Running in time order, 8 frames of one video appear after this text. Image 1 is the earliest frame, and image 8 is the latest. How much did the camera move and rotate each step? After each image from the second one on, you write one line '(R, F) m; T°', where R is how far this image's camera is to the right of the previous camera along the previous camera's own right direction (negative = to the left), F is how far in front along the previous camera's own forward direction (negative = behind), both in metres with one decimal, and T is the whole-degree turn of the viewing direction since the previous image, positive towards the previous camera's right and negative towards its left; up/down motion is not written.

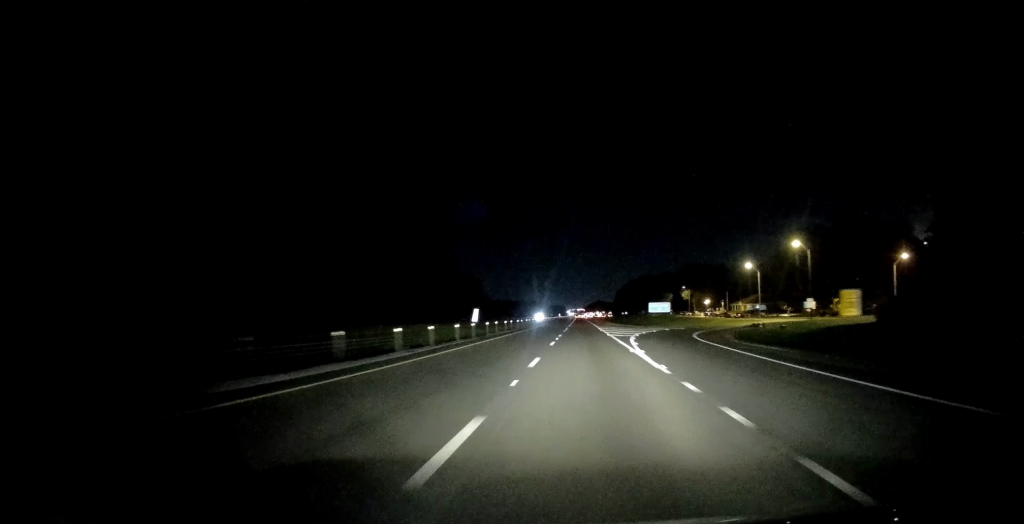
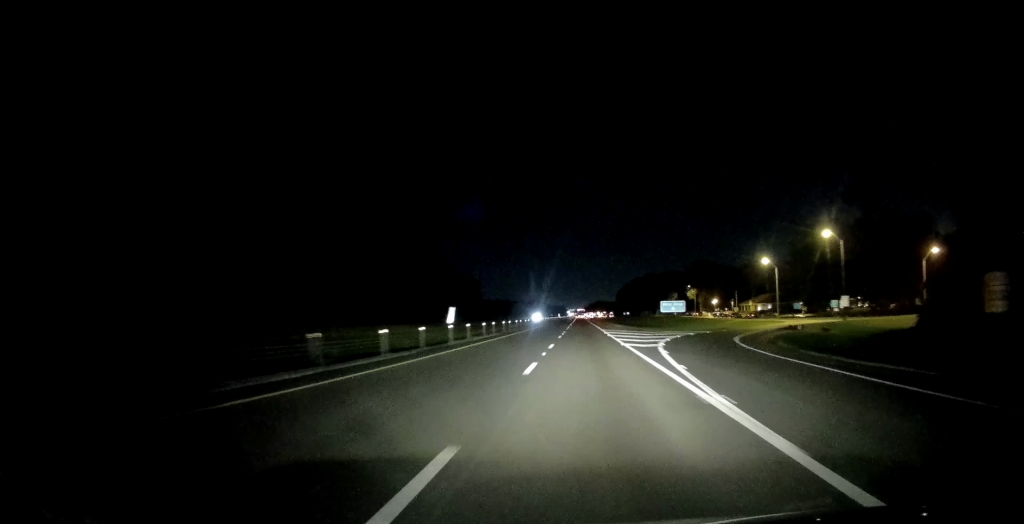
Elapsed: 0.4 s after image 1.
(0.0, +14.1) m; 0°
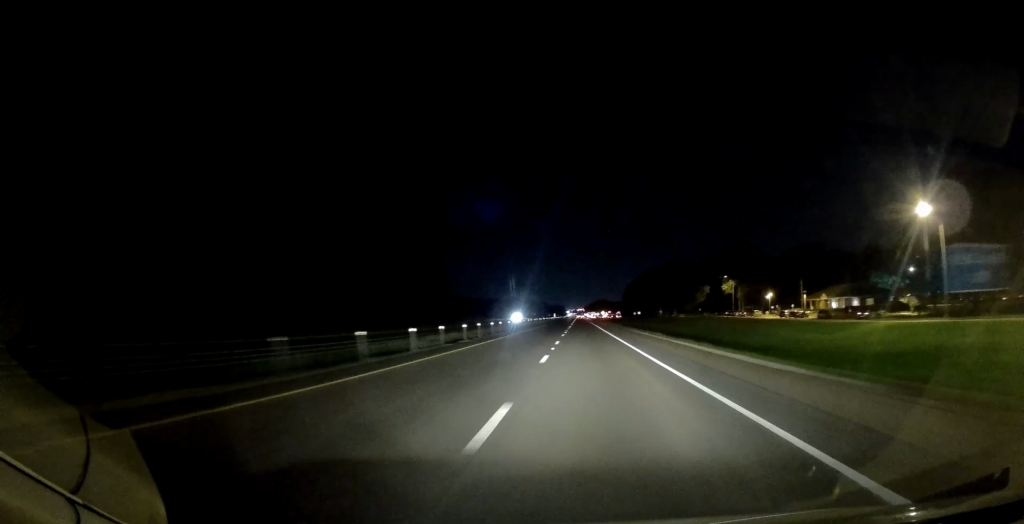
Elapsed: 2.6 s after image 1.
(+0.1, +69.2) m; +1°
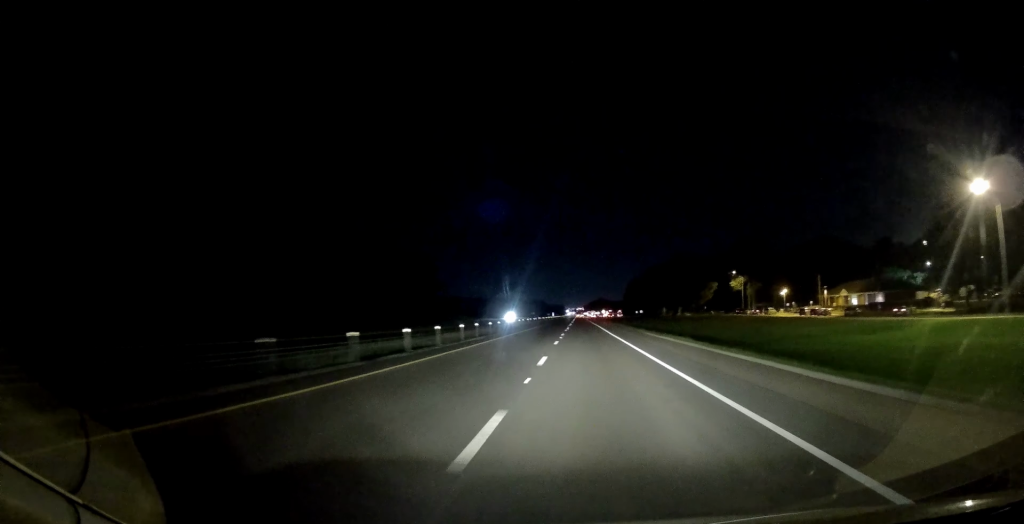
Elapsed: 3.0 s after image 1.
(+0.1, +12.9) m; 0°
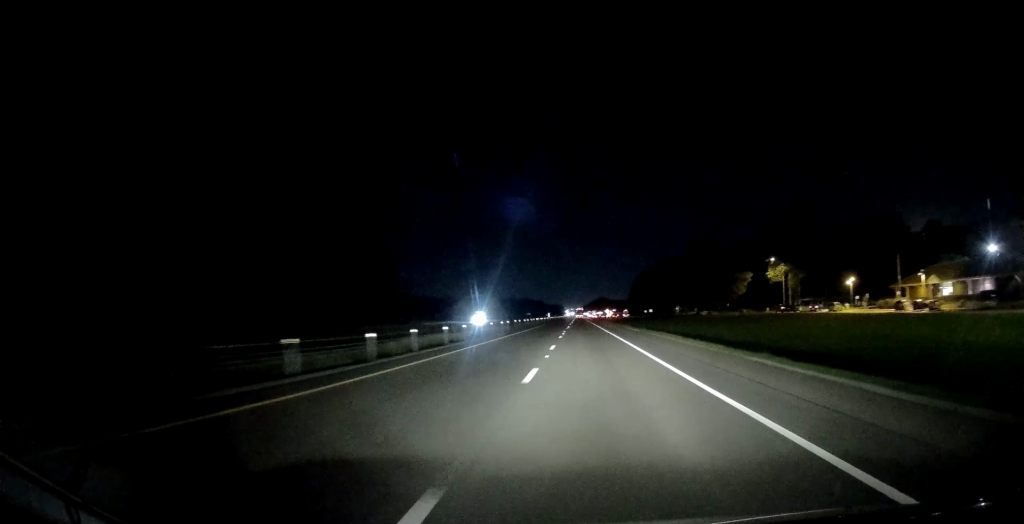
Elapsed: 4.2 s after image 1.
(+0.1, +41.1) m; -1°
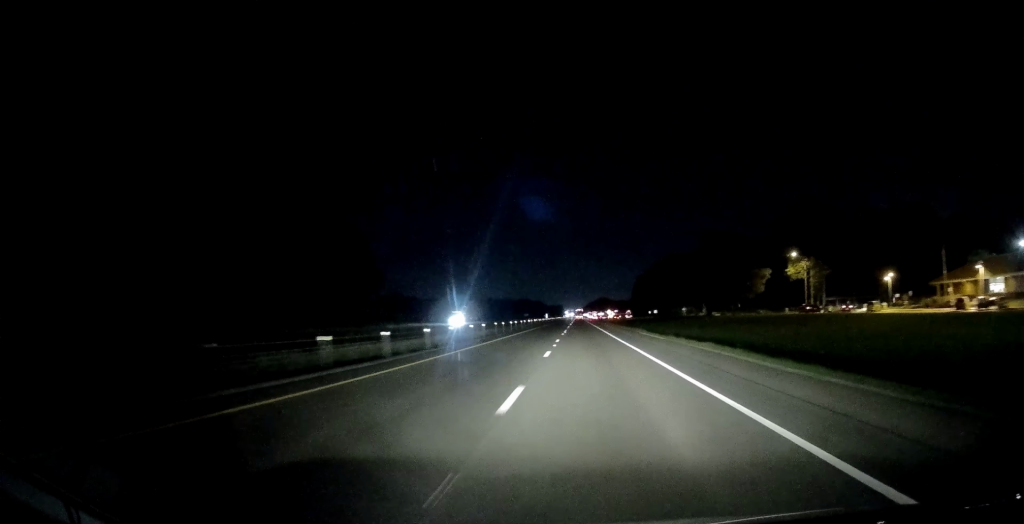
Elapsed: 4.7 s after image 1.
(-0.1, +16.2) m; 0°
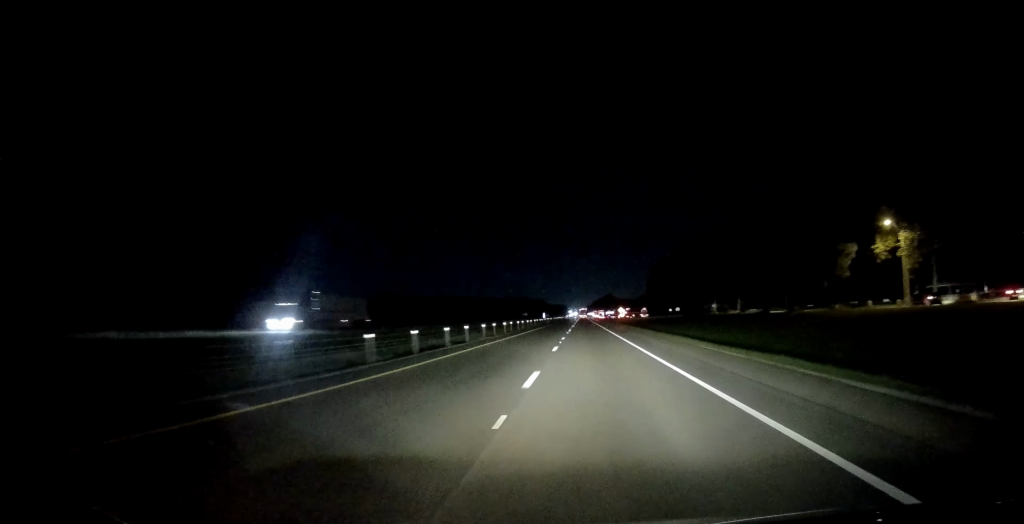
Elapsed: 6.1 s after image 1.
(-0.1, +45.3) m; 0°
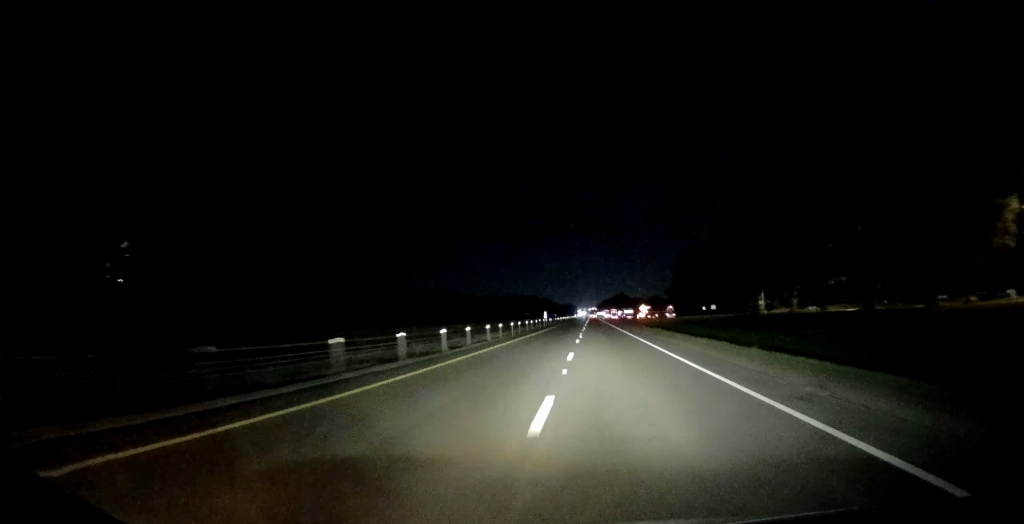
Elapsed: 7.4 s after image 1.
(0.0, +41.0) m; +1°
